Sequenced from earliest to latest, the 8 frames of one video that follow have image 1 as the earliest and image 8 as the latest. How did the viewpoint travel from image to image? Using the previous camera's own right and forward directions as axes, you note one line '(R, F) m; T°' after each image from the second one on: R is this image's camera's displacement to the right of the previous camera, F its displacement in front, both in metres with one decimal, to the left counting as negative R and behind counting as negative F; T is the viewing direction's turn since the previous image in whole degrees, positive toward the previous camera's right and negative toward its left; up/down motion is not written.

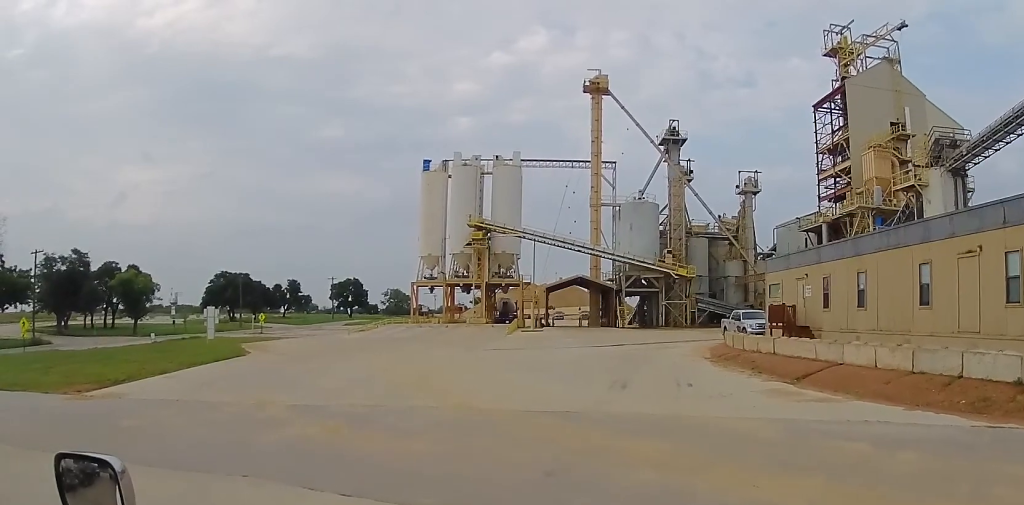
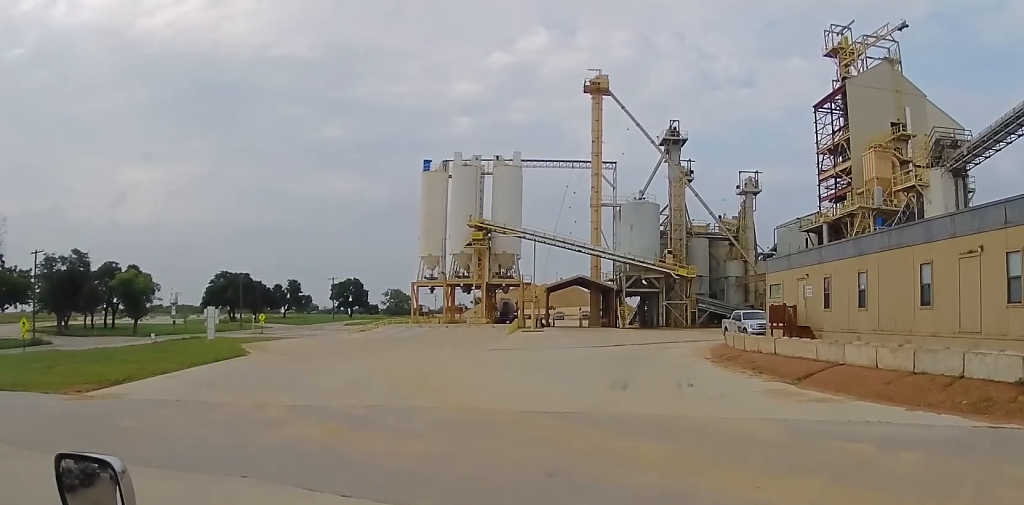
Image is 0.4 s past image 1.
(+0.2, +0.2) m; 0°
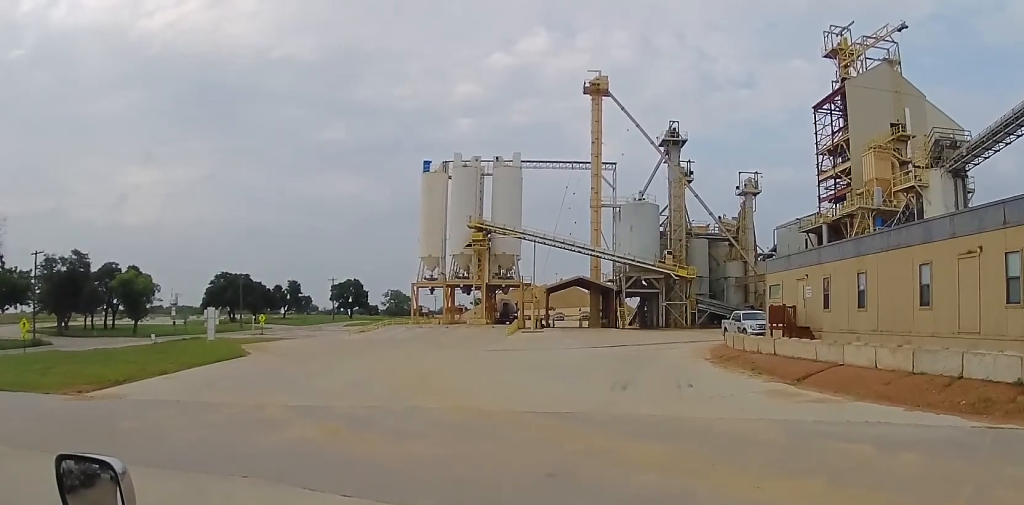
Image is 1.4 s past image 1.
(+0.1, +0.1) m; 0°
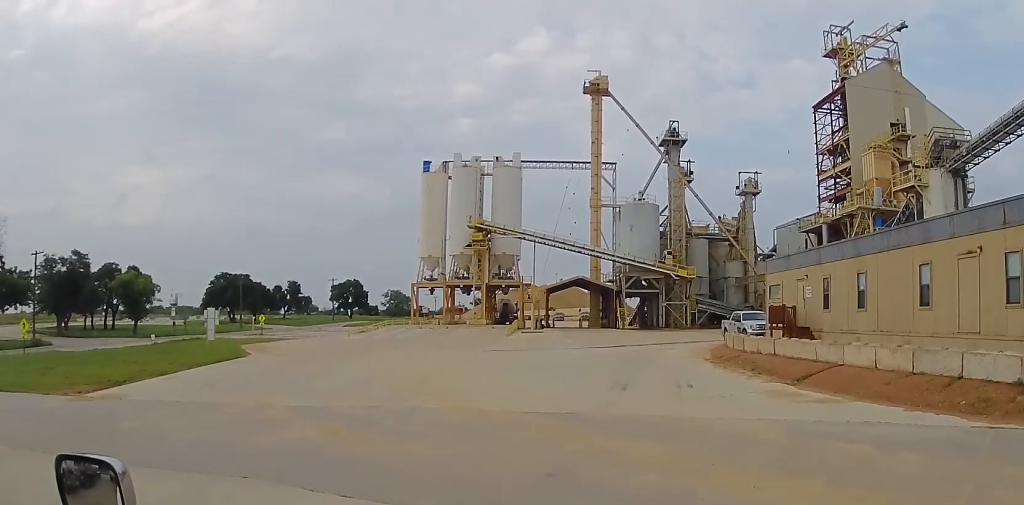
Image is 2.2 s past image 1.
(0.0, 0.0) m; 0°
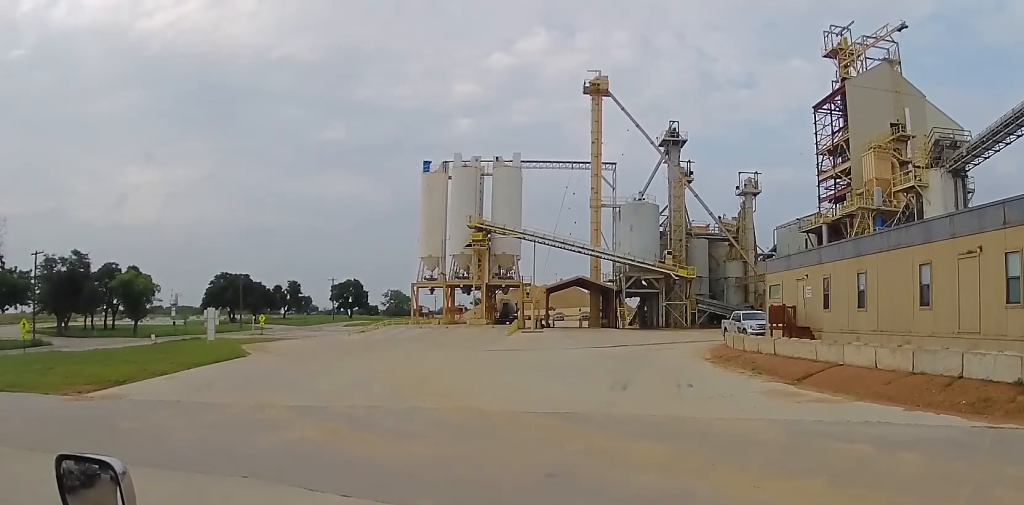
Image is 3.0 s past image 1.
(0.0, 0.0) m; 0°
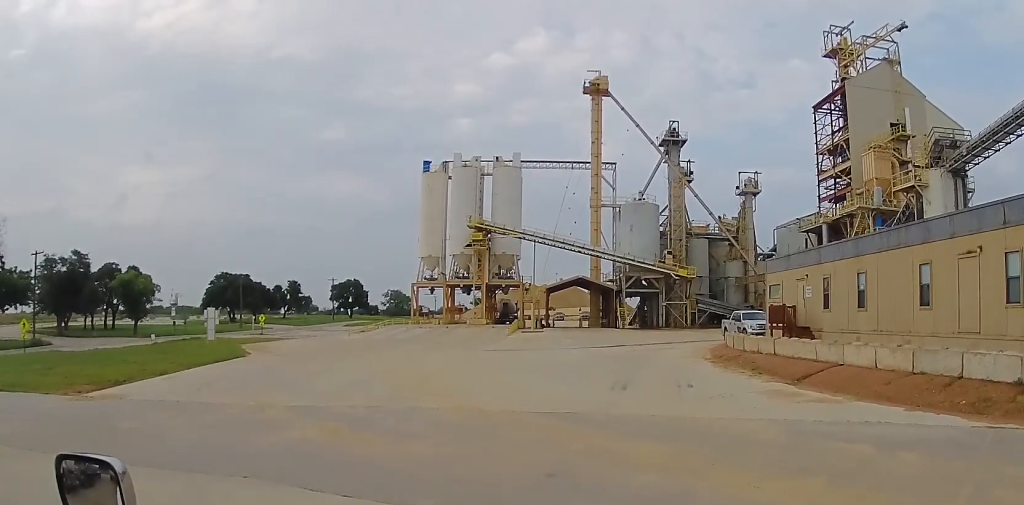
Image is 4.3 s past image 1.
(0.0, 0.0) m; 0°
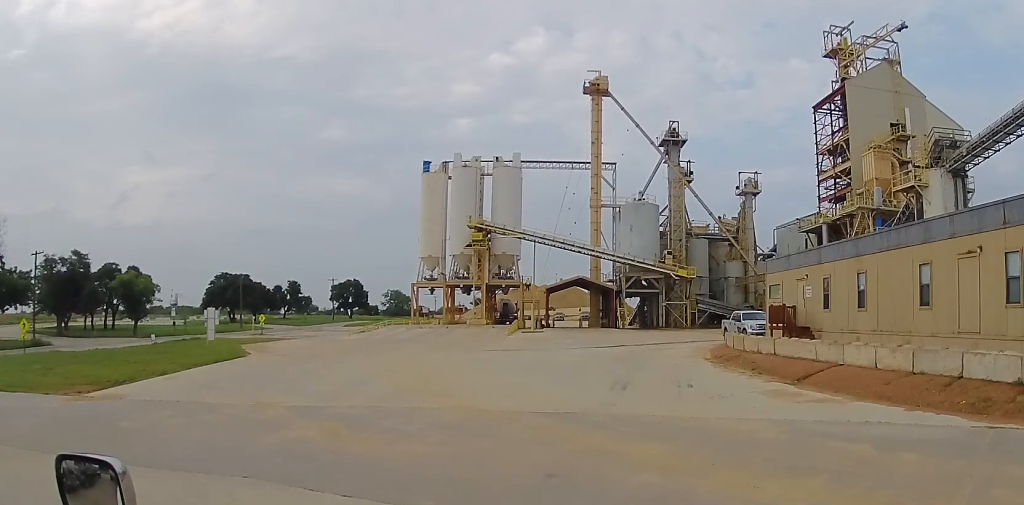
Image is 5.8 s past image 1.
(0.0, 0.0) m; 0°
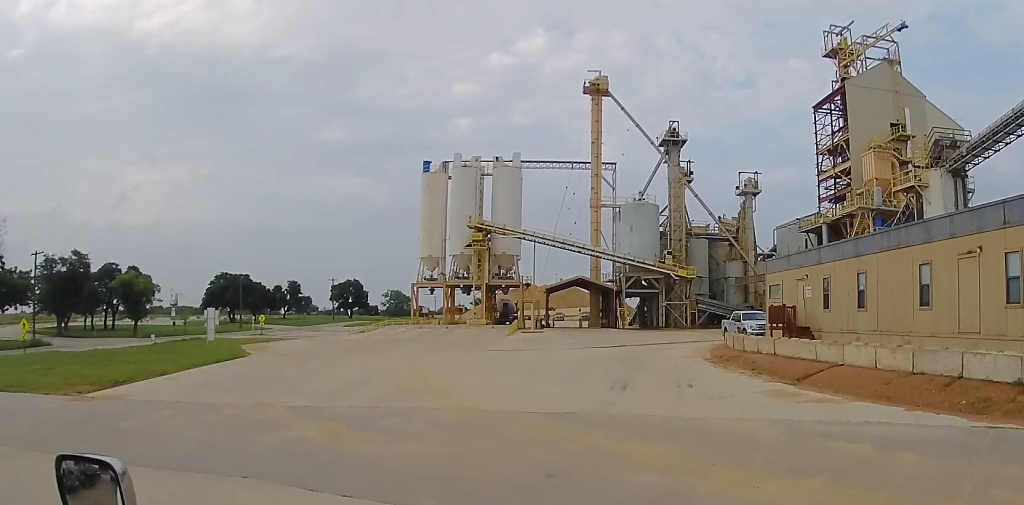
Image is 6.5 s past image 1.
(0.0, 0.0) m; 0°
